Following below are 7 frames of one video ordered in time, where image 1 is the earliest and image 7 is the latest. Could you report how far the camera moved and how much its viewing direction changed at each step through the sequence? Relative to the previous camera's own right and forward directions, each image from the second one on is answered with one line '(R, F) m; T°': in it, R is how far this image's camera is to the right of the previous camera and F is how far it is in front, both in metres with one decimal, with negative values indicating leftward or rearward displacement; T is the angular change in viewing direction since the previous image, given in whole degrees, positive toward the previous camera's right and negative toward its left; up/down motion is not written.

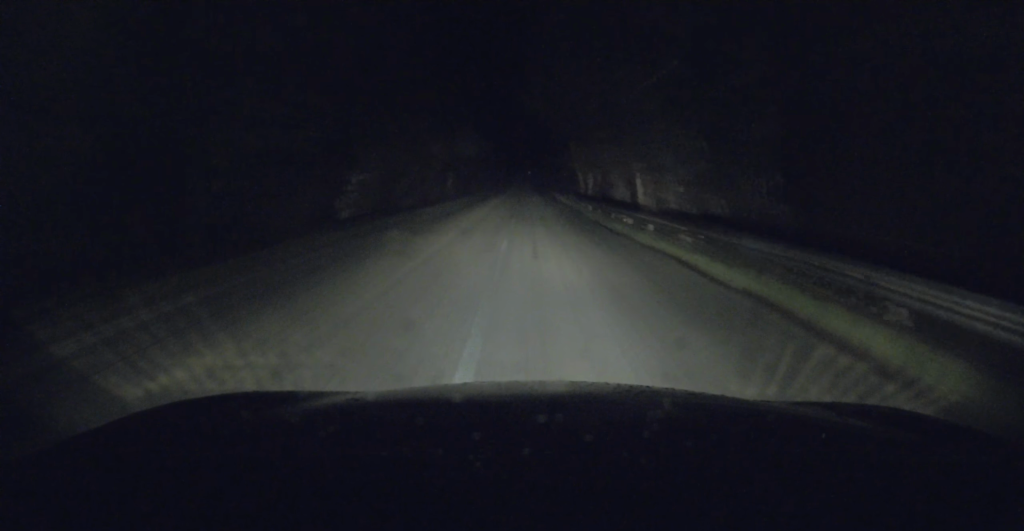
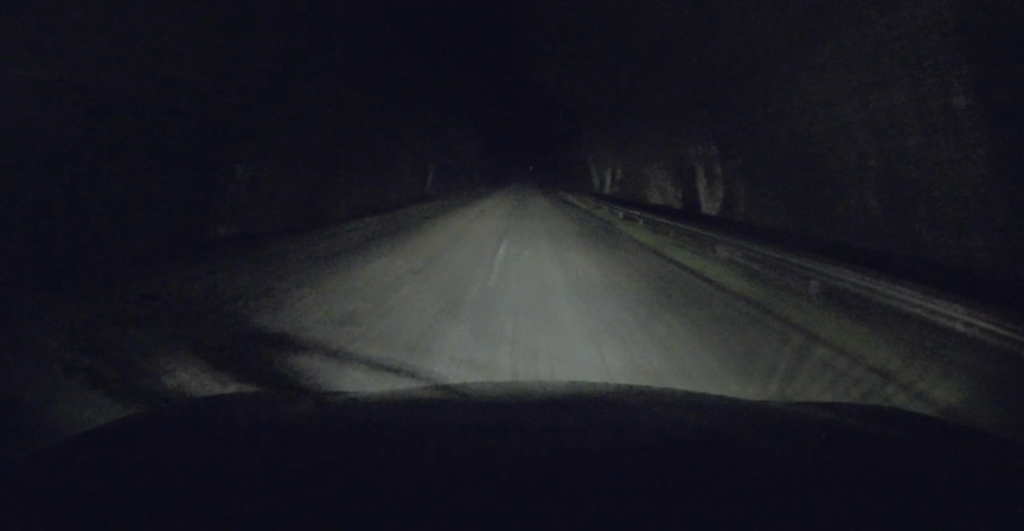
(0.0, +9.7) m; 0°
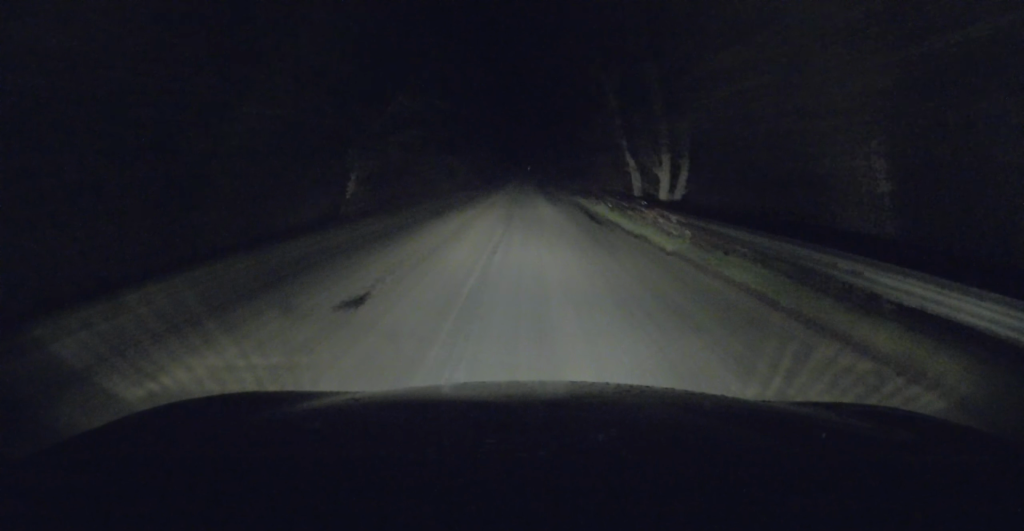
(+0.2, +16.9) m; +1°
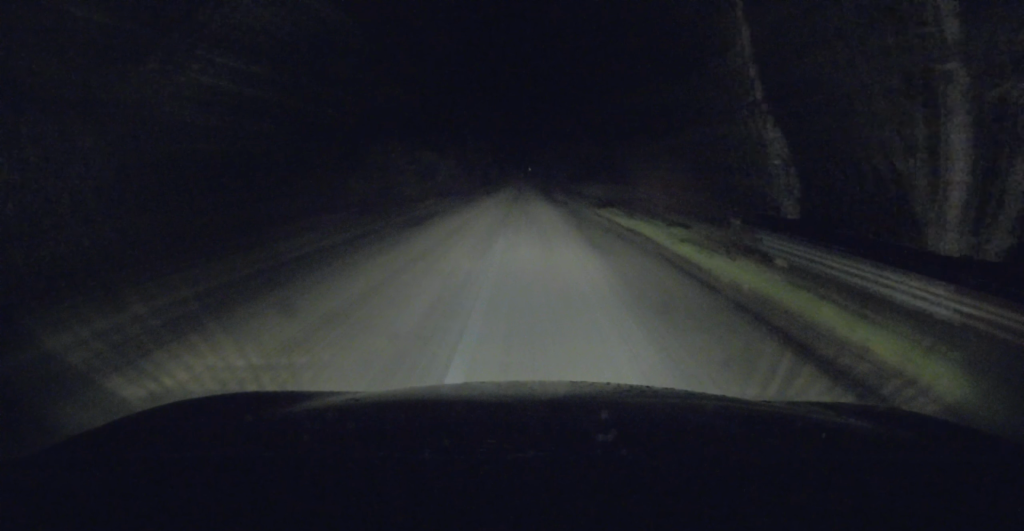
(+0.1, +16.5) m; 0°
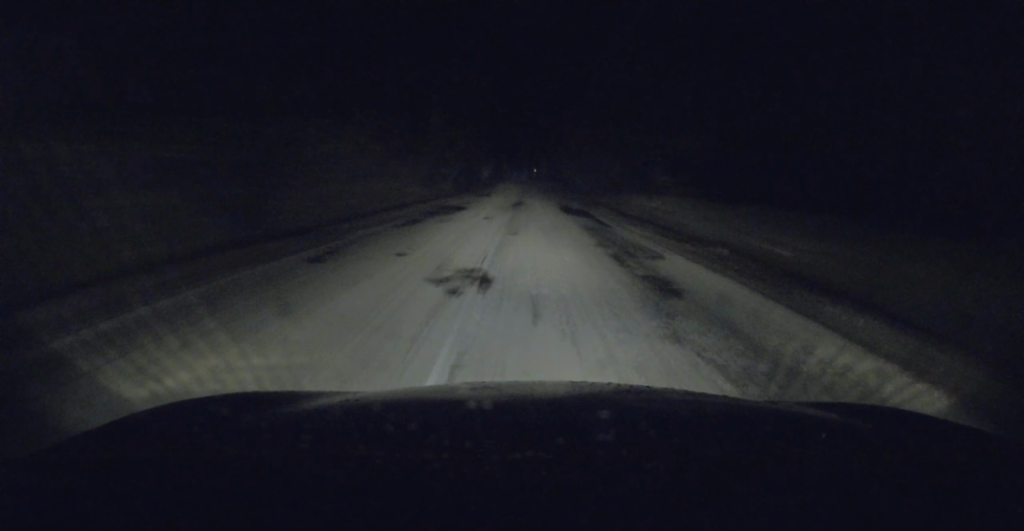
(-0.3, +35.1) m; 0°
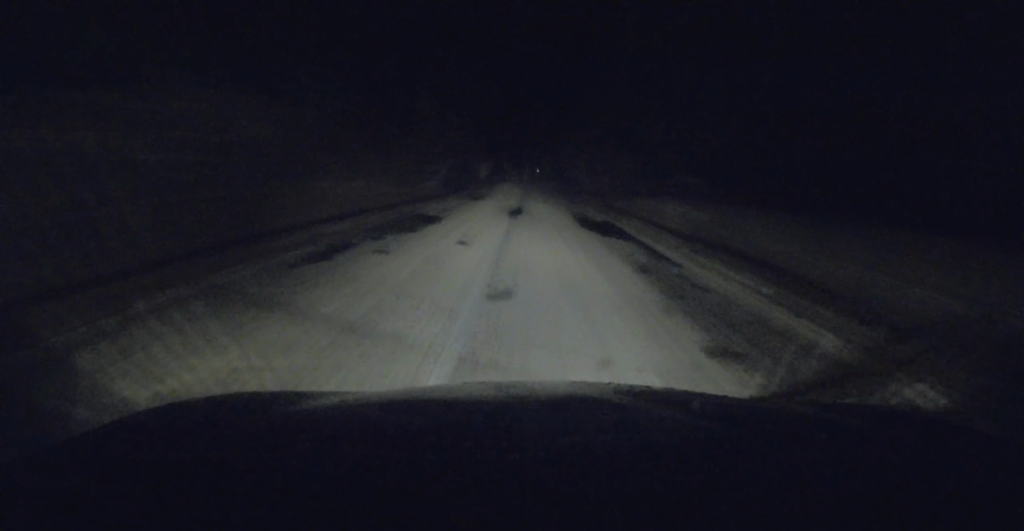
(0.0, +7.7) m; 0°
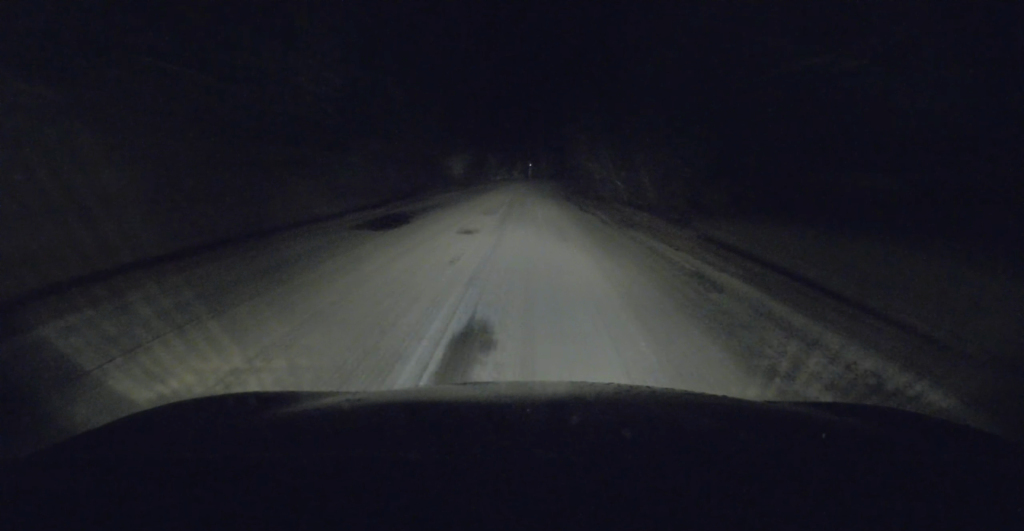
(-0.2, +22.9) m; 0°
